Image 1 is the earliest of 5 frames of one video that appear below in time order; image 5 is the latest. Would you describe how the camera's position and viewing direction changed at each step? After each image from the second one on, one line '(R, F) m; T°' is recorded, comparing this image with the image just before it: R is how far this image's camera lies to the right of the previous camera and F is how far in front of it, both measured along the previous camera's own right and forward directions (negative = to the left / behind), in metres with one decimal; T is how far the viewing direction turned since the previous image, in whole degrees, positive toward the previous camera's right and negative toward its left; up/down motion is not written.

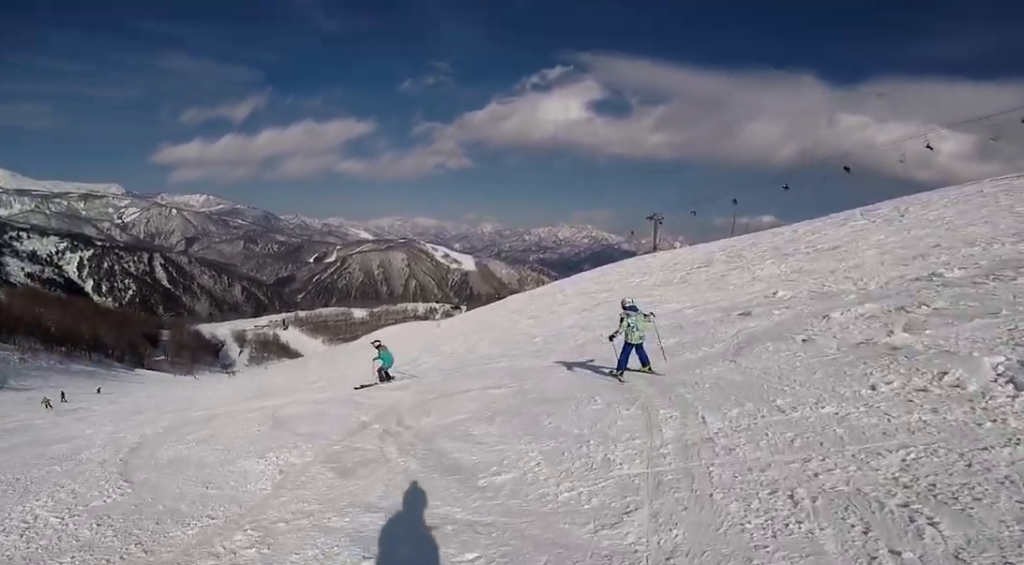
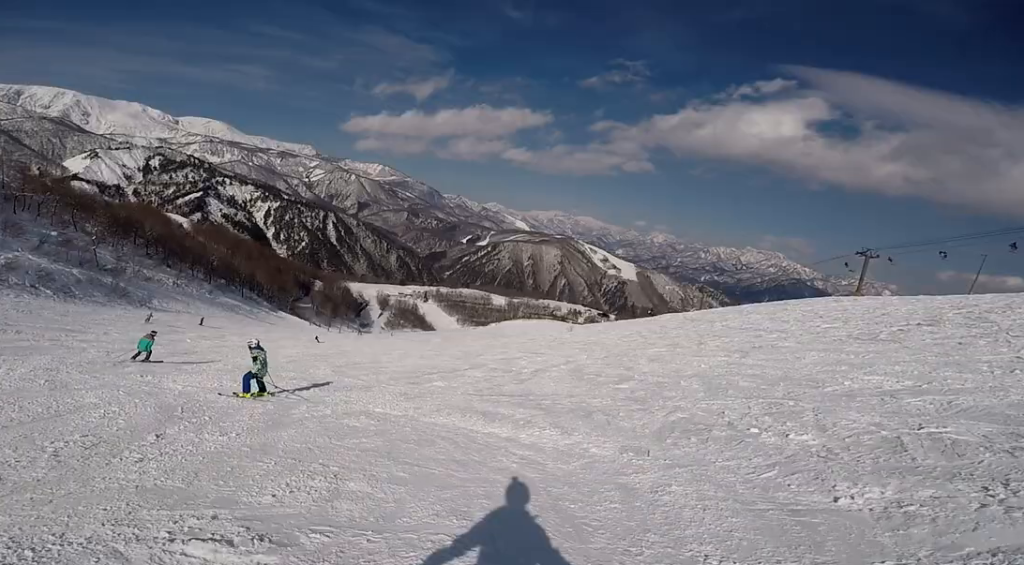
(+2.0, +6.0) m; -11°
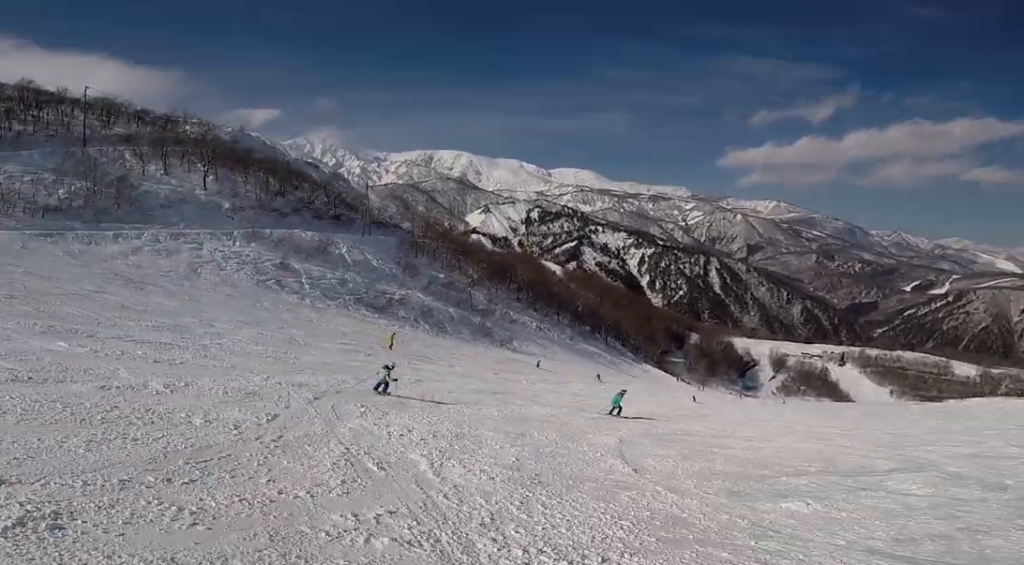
(-3.5, +3.3) m; -67°
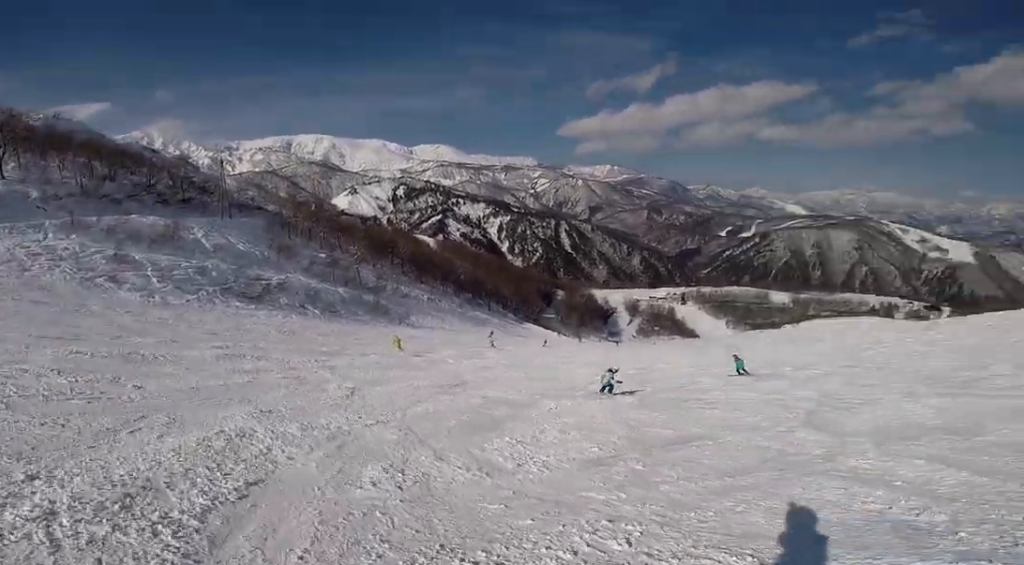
(+0.5, +9.2) m; +15°
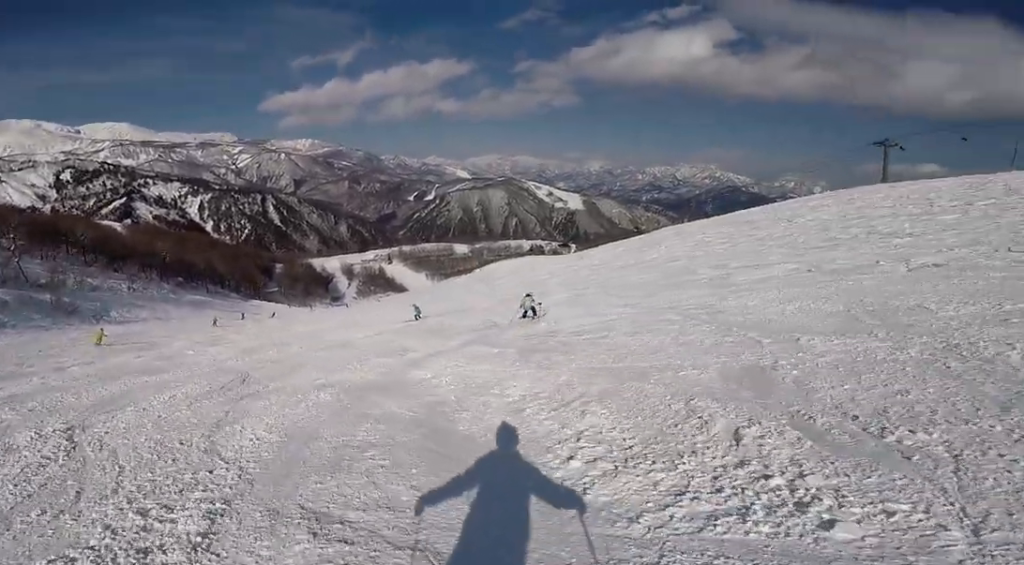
(+0.5, +5.5) m; +26°
